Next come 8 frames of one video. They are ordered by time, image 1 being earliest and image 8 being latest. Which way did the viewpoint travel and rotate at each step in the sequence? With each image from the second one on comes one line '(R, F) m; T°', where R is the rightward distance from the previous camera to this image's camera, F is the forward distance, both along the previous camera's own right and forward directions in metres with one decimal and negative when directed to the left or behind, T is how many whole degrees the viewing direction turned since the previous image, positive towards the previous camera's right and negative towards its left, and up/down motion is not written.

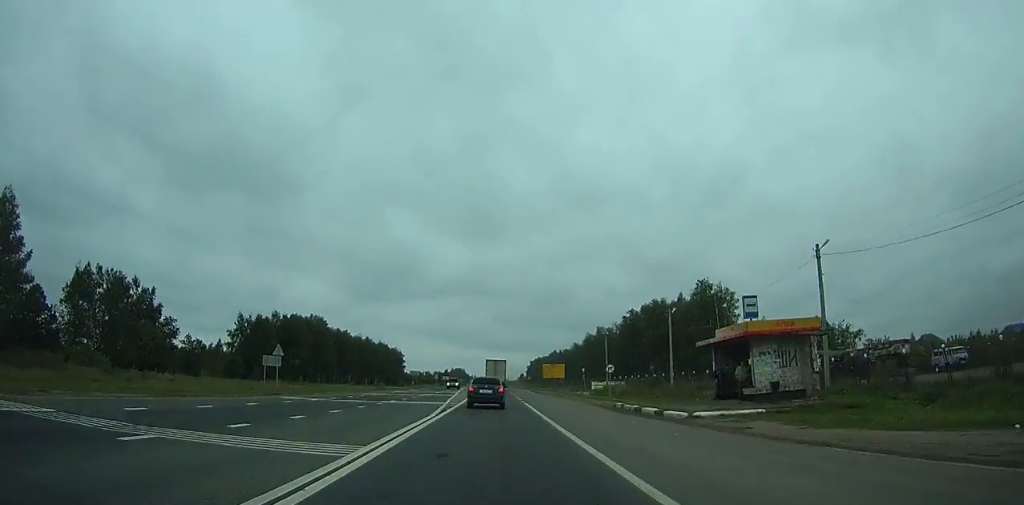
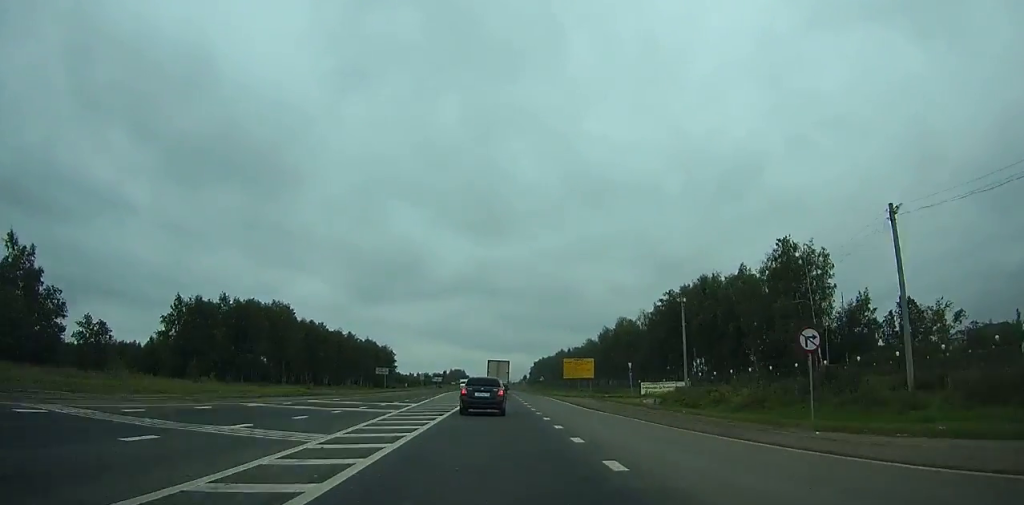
(0.0, +36.7) m; 0°
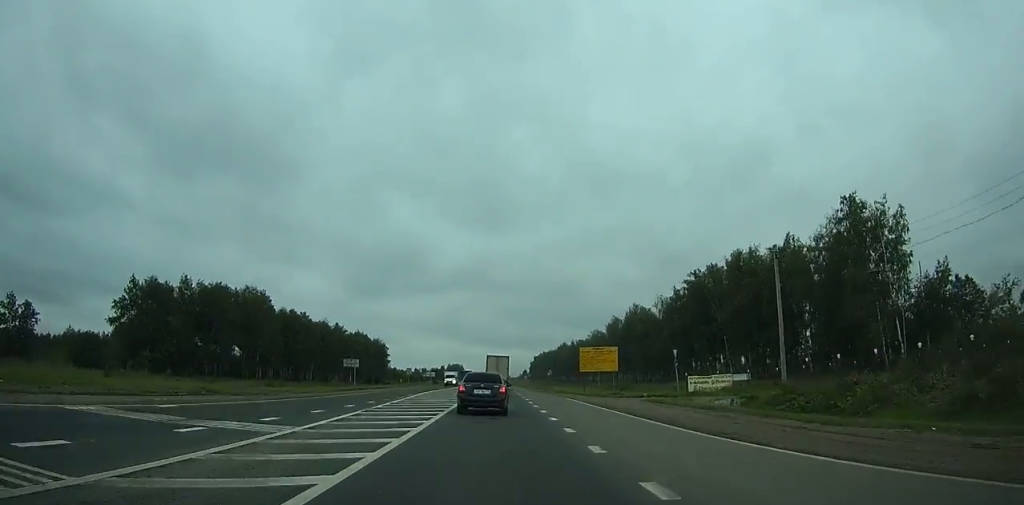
(0.0, +19.0) m; 0°
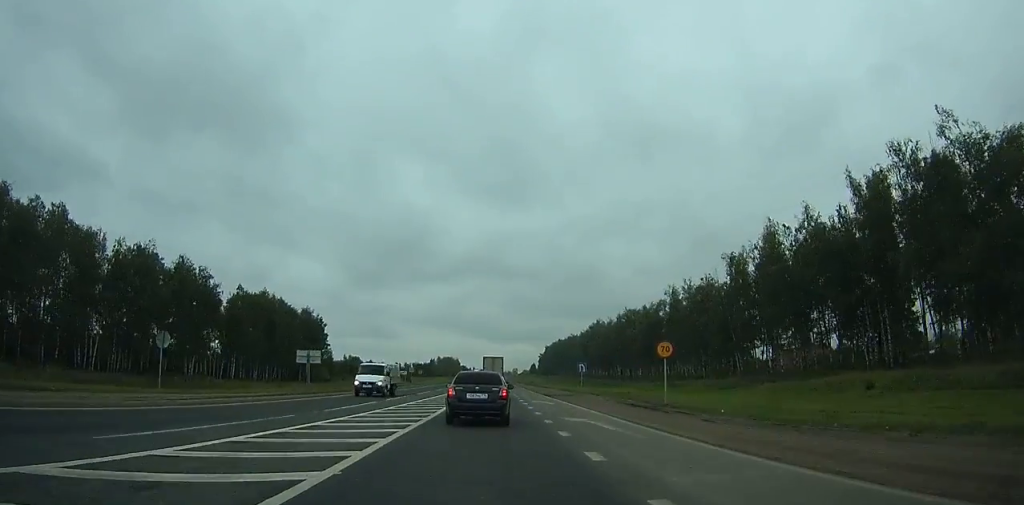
(-0.1, +114.8) m; -1°
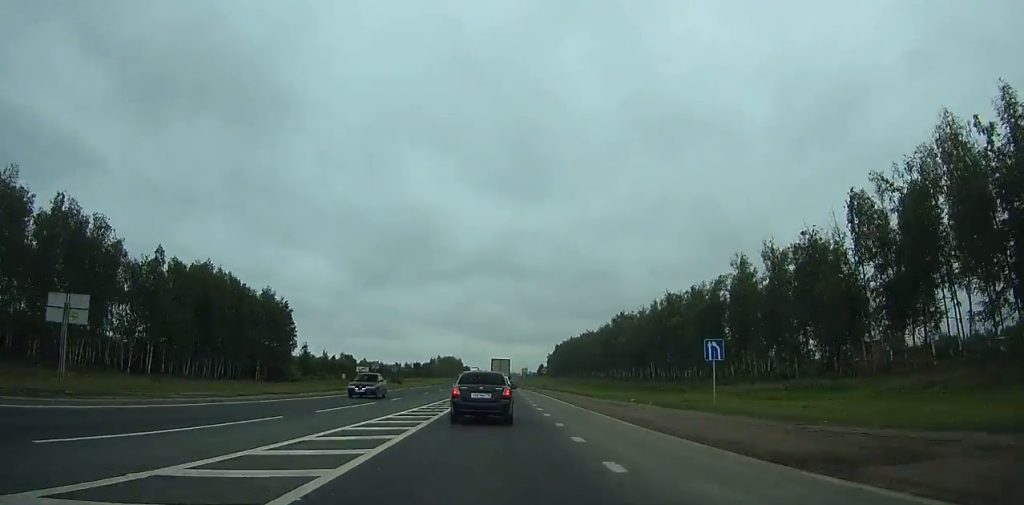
(-0.2, +38.1) m; 0°
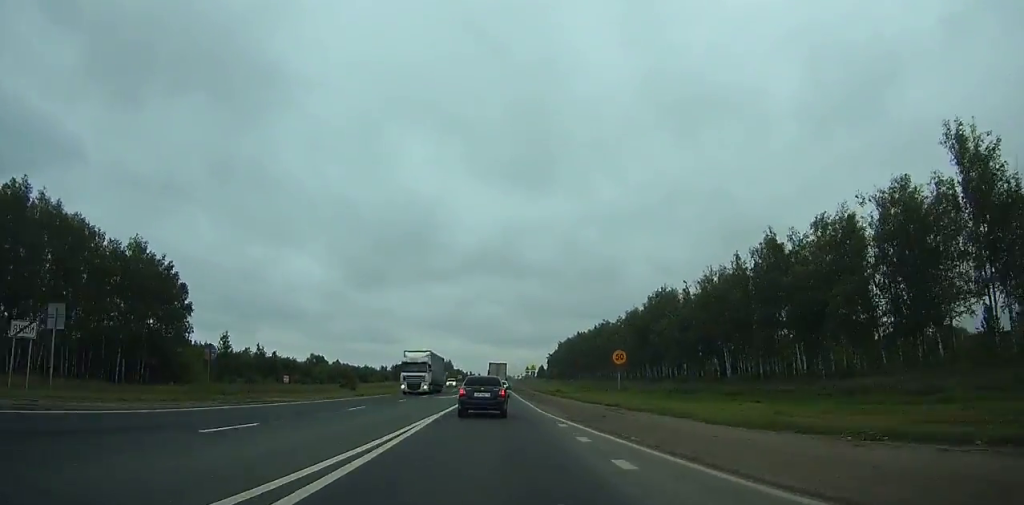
(+0.1, +56.7) m; 0°
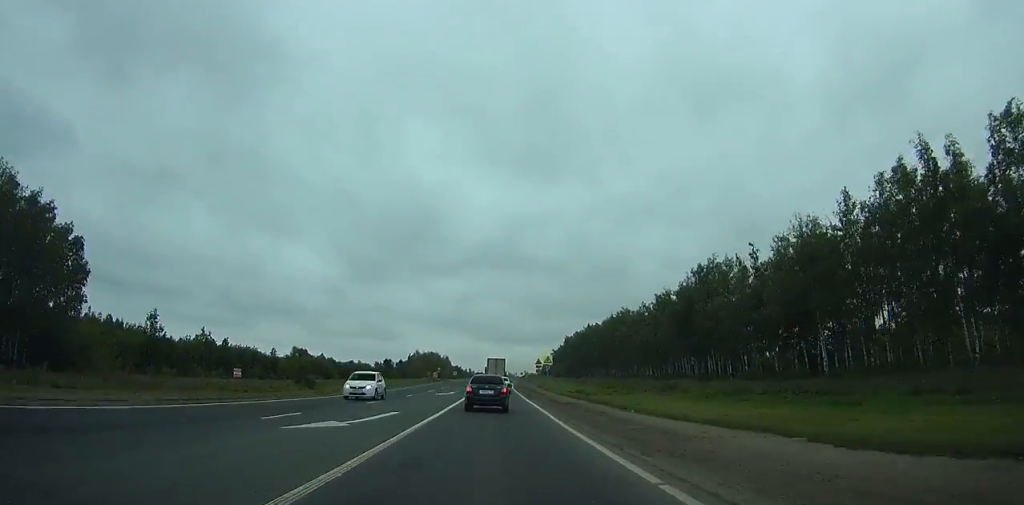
(+0.1, +33.3) m; 0°
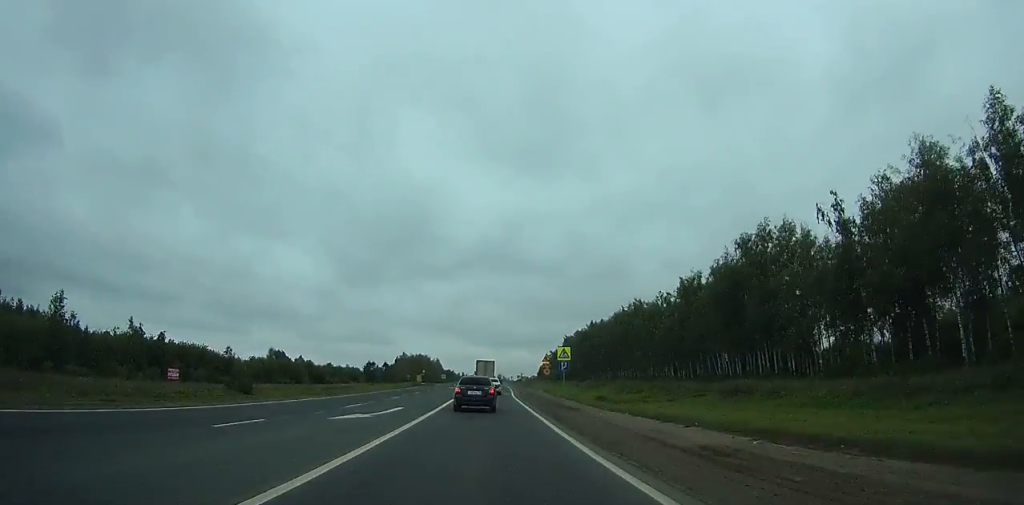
(+0.1, +26.5) m; 0°
